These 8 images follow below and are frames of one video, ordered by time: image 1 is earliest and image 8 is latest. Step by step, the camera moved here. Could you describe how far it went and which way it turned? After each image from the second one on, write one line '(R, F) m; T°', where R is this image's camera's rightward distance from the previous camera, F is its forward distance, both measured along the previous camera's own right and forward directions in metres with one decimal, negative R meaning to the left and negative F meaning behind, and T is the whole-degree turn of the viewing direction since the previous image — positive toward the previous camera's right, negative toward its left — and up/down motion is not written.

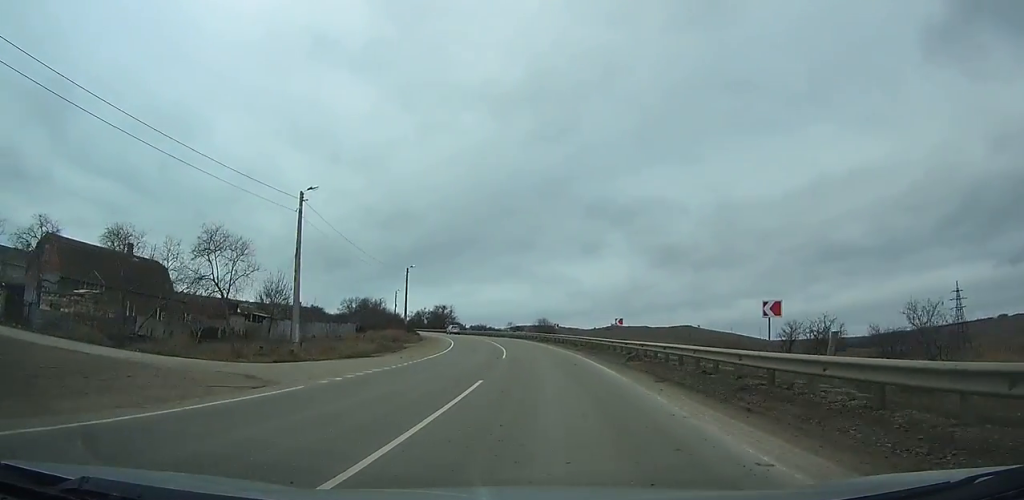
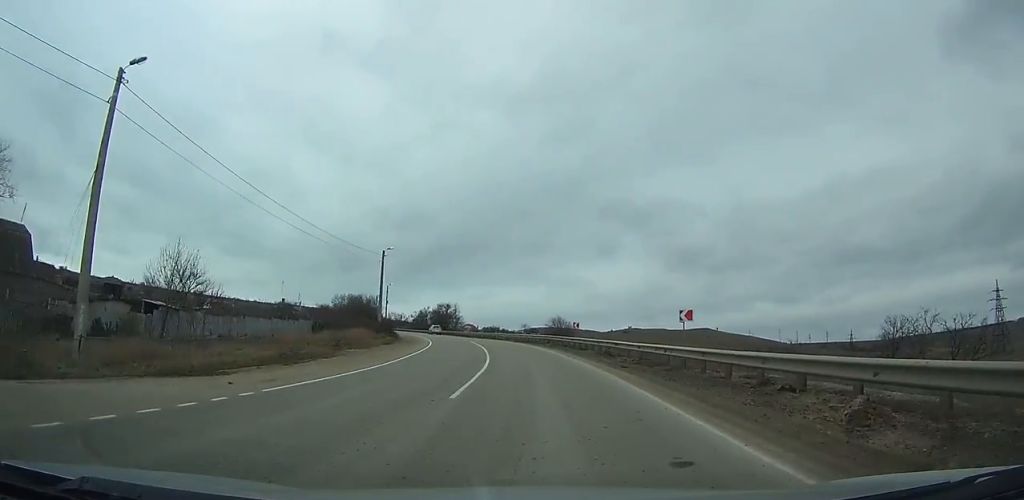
(-0.5, +17.5) m; -3°
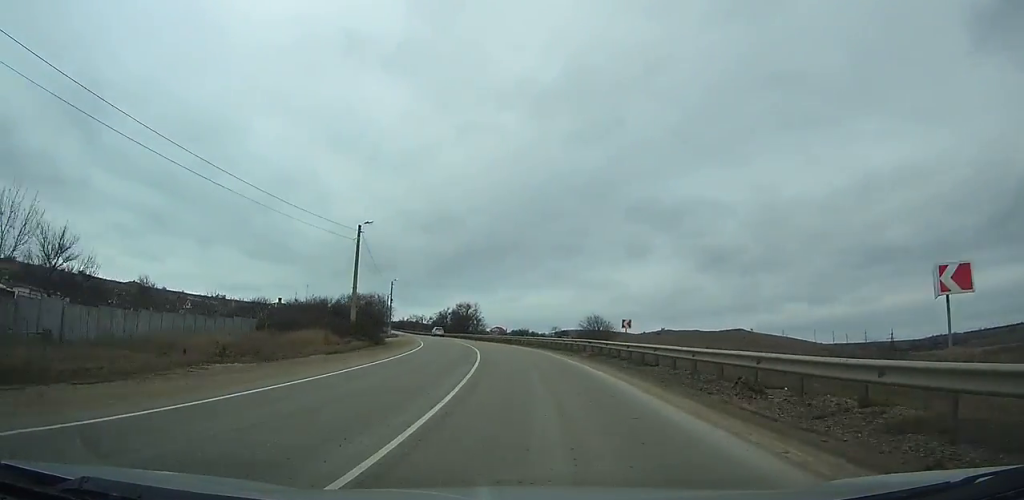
(0.0, +16.0) m; -3°
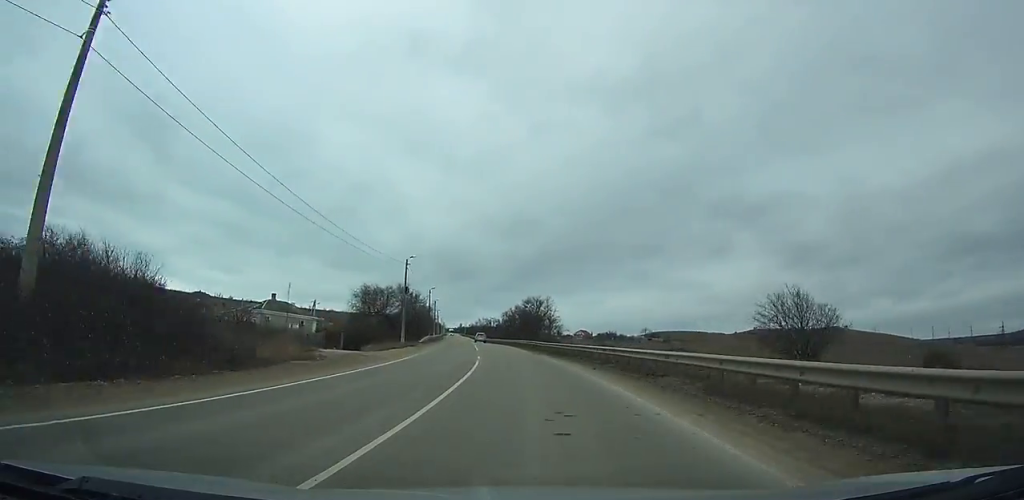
(-2.3, +34.3) m; -7°
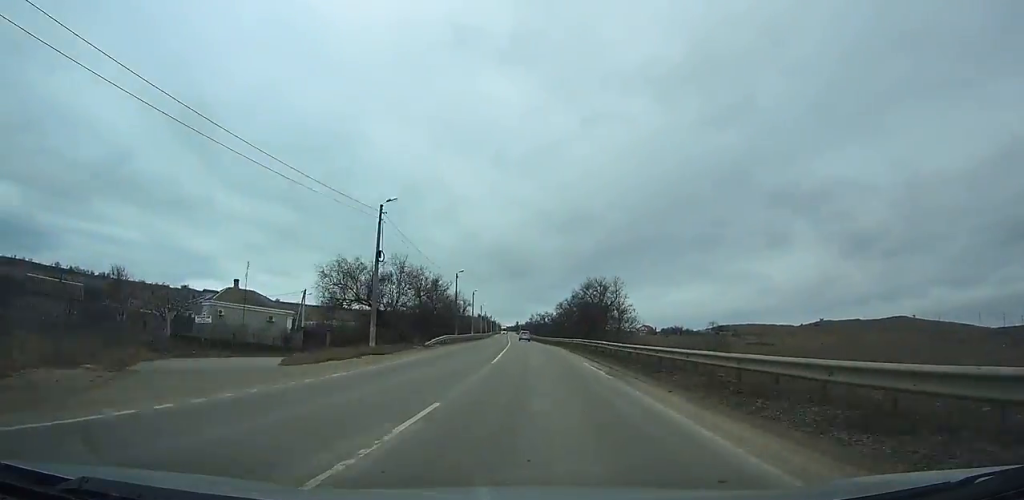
(-0.9, +24.8) m; -4°
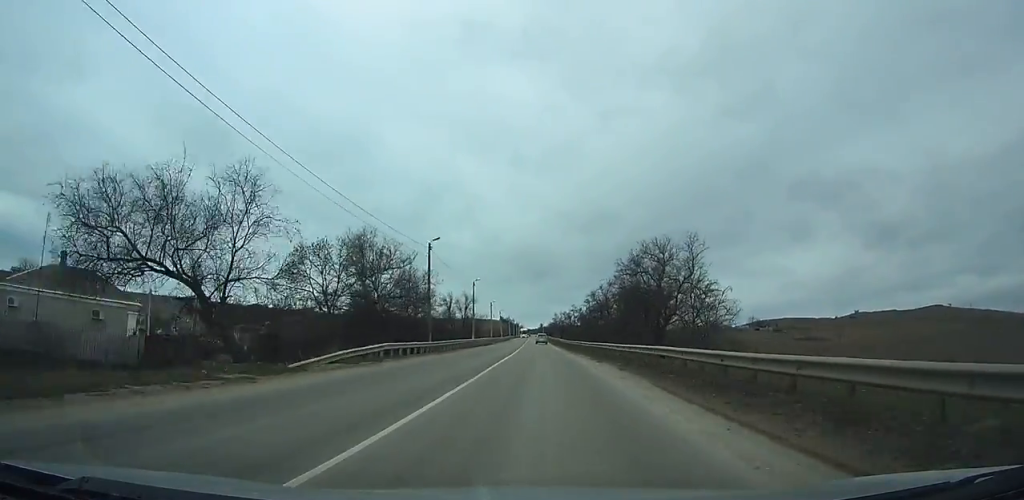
(-0.7, +27.4) m; -2°
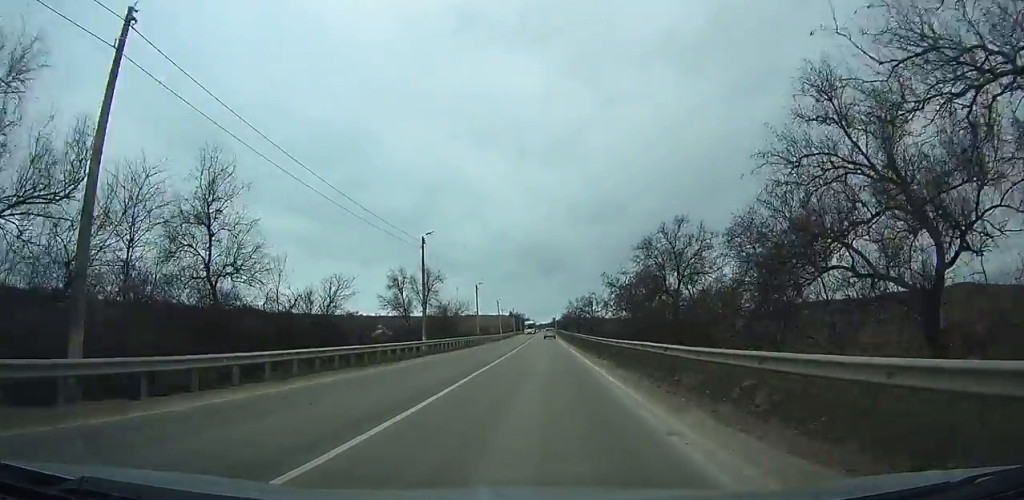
(-0.4, +35.4) m; -1°
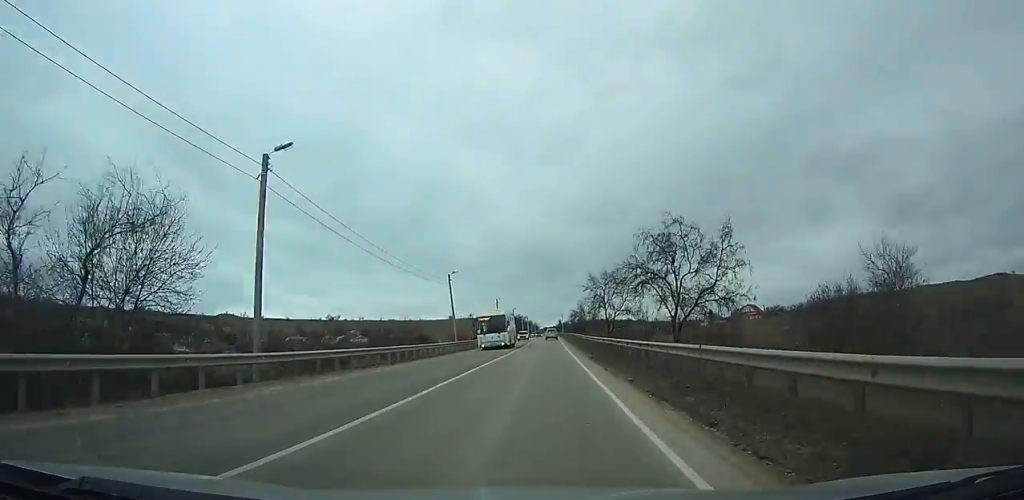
(-0.6, +58.3) m; -1°
